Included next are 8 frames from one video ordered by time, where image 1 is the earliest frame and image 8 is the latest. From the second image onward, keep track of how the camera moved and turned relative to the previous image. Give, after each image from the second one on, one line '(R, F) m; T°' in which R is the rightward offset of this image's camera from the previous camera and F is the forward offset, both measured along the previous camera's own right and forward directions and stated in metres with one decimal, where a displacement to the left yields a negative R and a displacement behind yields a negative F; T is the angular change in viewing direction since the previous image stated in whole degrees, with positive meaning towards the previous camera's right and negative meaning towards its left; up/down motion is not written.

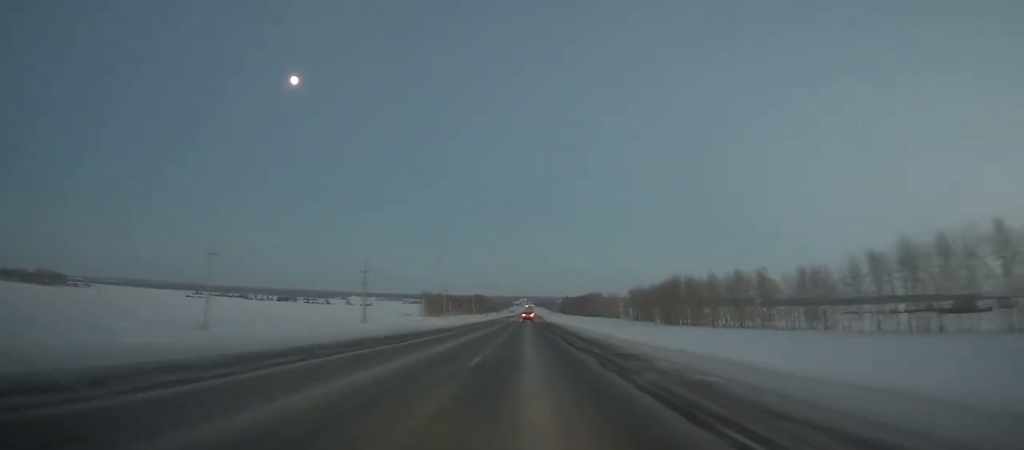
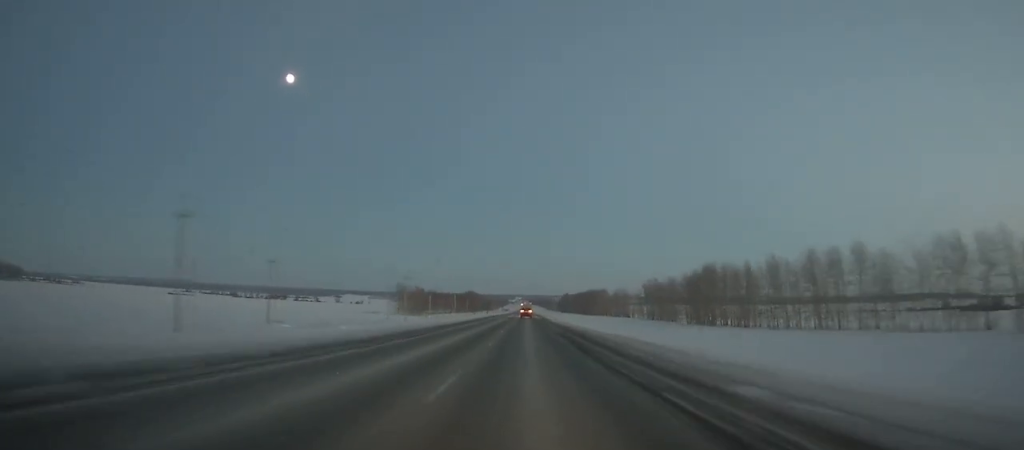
(0.0, +42.5) m; 0°
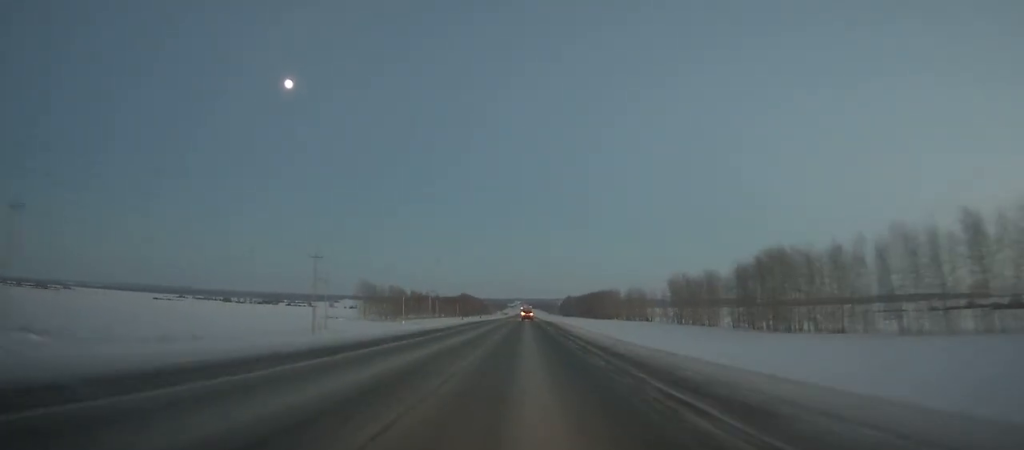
(+0.2, +42.5) m; 0°
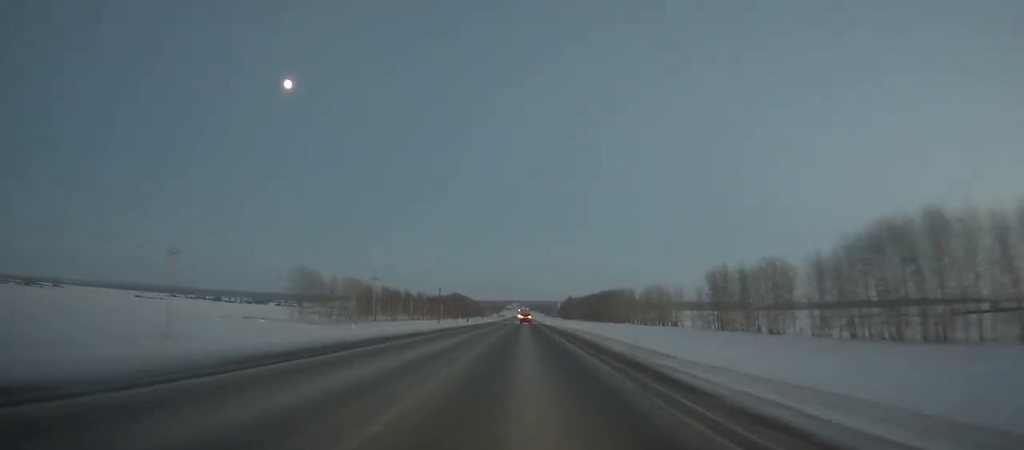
(+0.1, +42.5) m; 0°
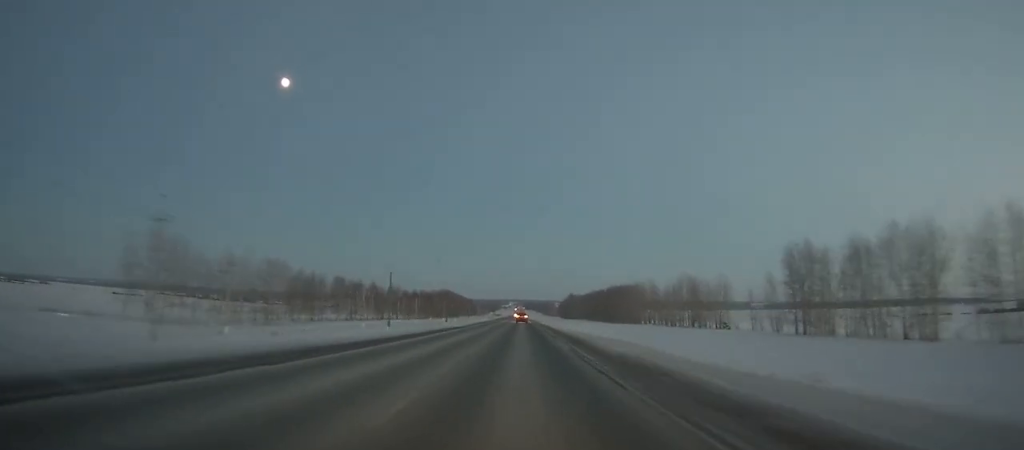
(+0.1, +48.1) m; 0°
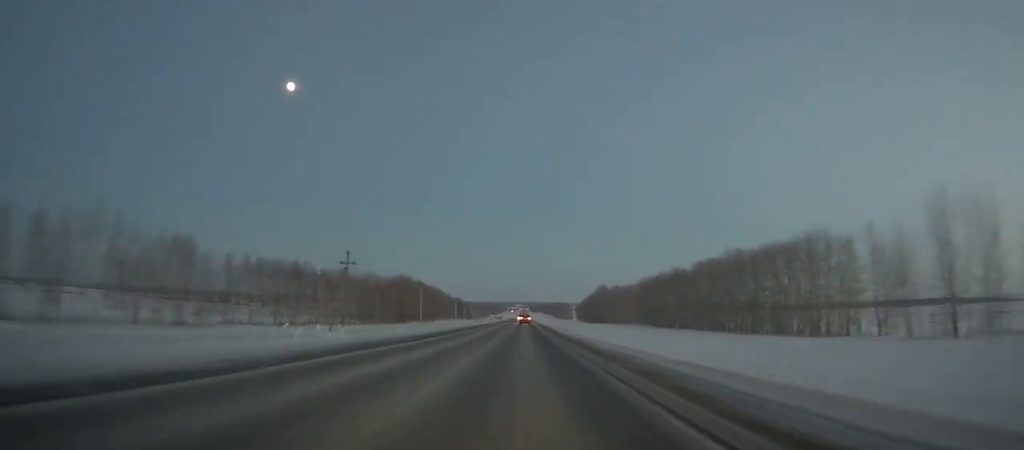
(-0.4, +153.5) m; 0°
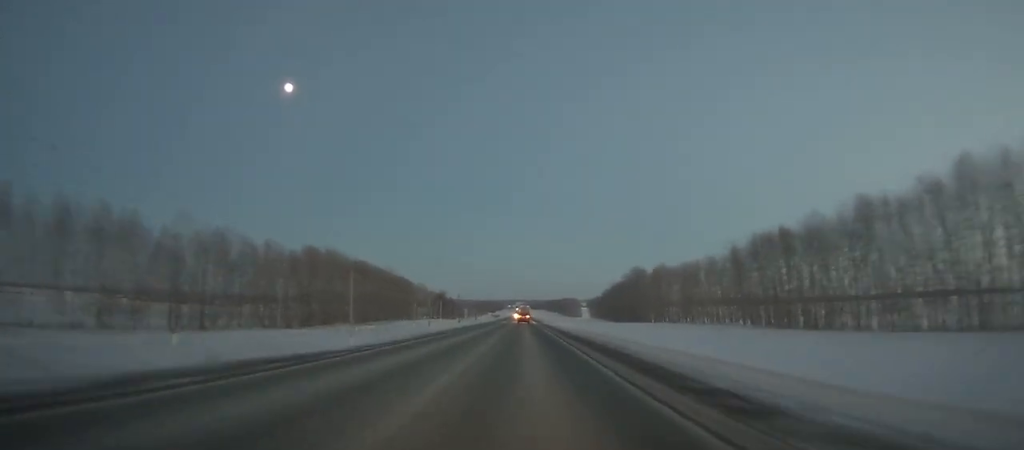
(-0.2, +95.0) m; 0°
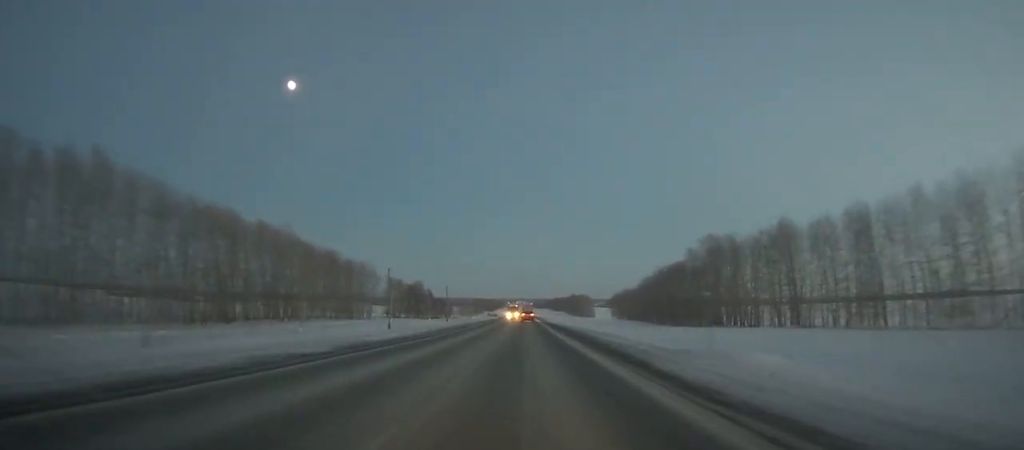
(-0.3, +89.2) m; 0°
